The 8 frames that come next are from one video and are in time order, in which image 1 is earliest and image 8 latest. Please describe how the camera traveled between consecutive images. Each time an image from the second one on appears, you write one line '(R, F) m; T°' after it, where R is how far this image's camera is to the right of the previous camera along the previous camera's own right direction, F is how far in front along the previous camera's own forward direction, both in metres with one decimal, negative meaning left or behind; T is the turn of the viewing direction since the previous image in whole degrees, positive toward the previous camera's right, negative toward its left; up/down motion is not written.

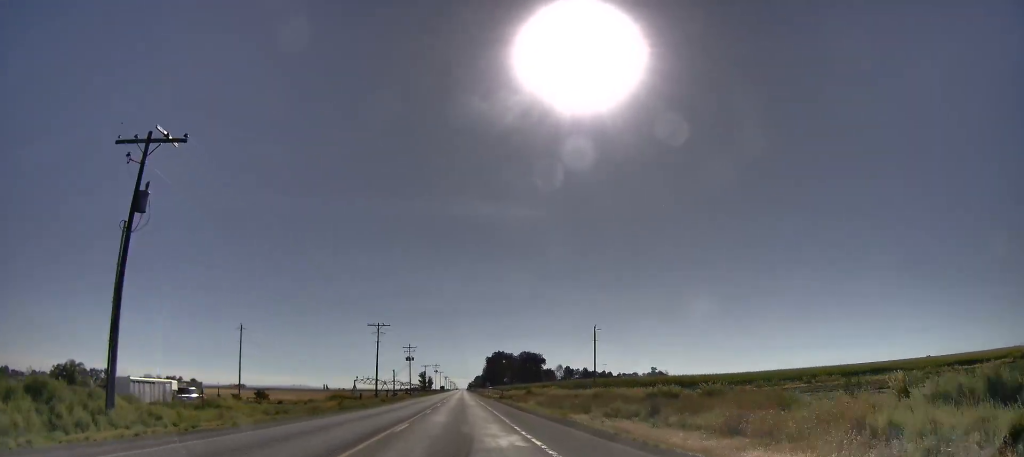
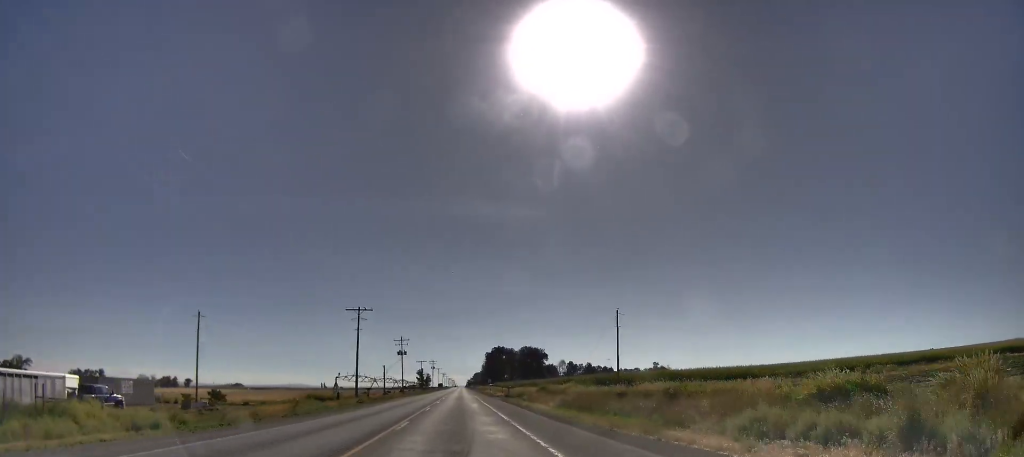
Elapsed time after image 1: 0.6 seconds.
(-0.3, +14.4) m; +1°
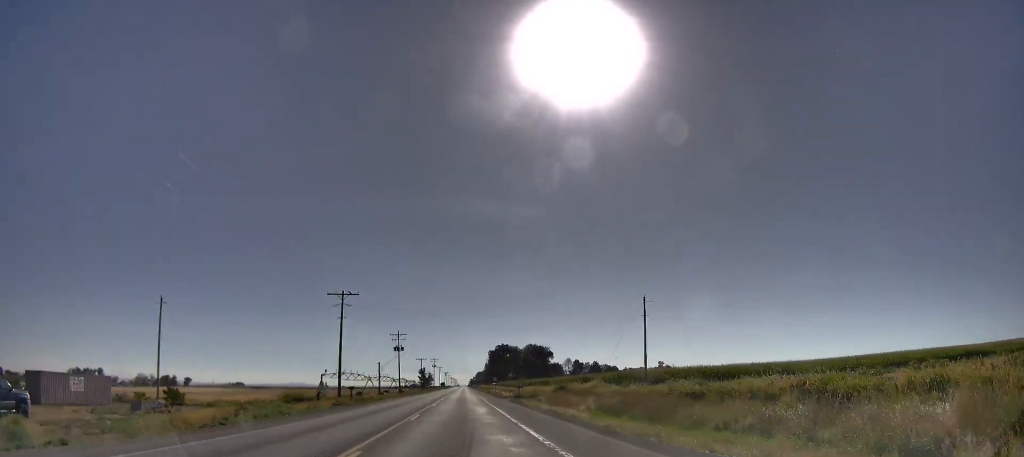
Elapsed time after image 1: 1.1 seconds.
(+0.4, +10.7) m; +1°
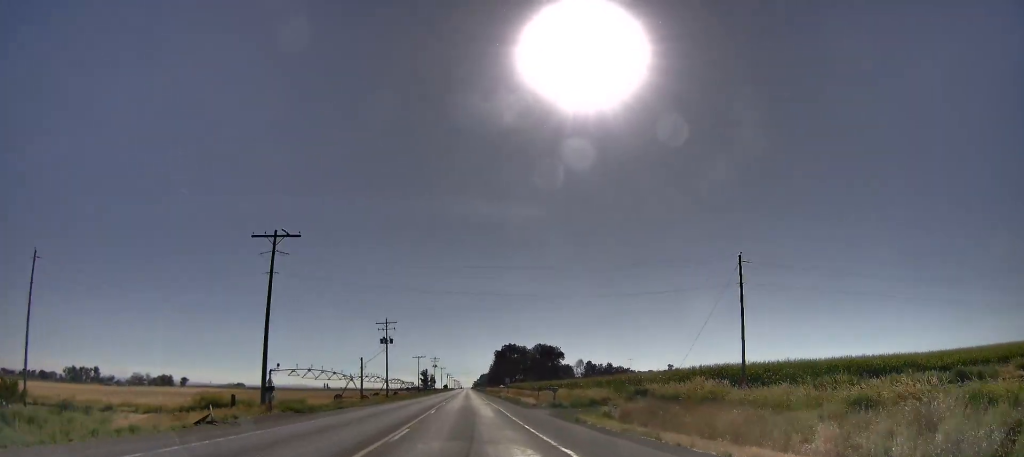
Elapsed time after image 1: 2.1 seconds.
(+0.4, +23.1) m; +1°
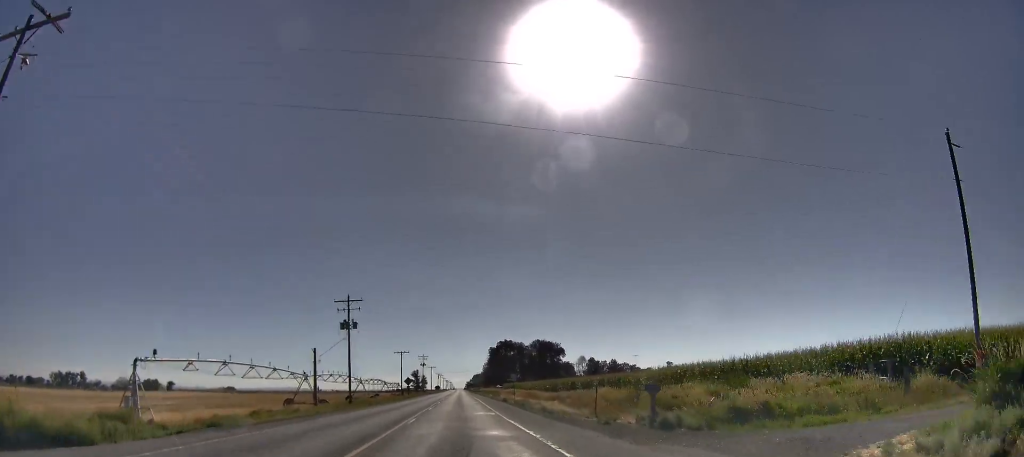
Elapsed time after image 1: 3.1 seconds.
(0.0, +24.1) m; 0°
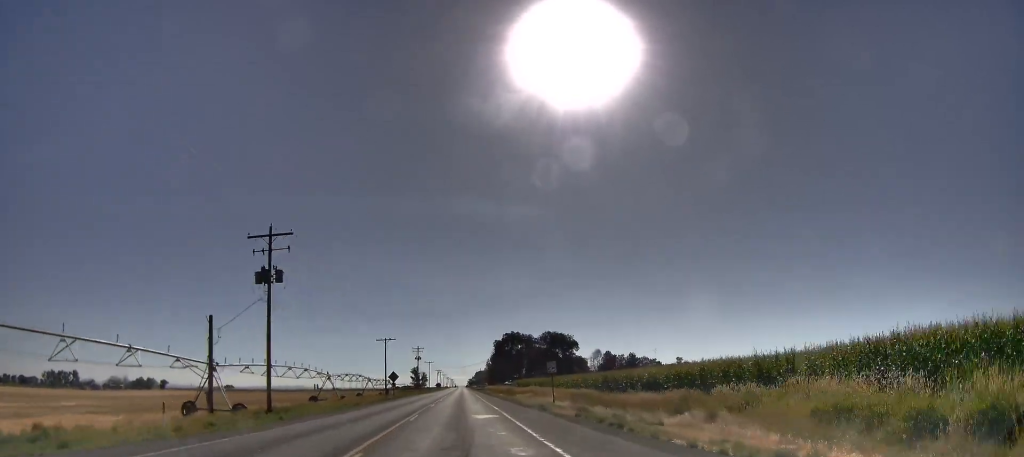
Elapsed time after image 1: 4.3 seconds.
(0.0, +27.5) m; 0°
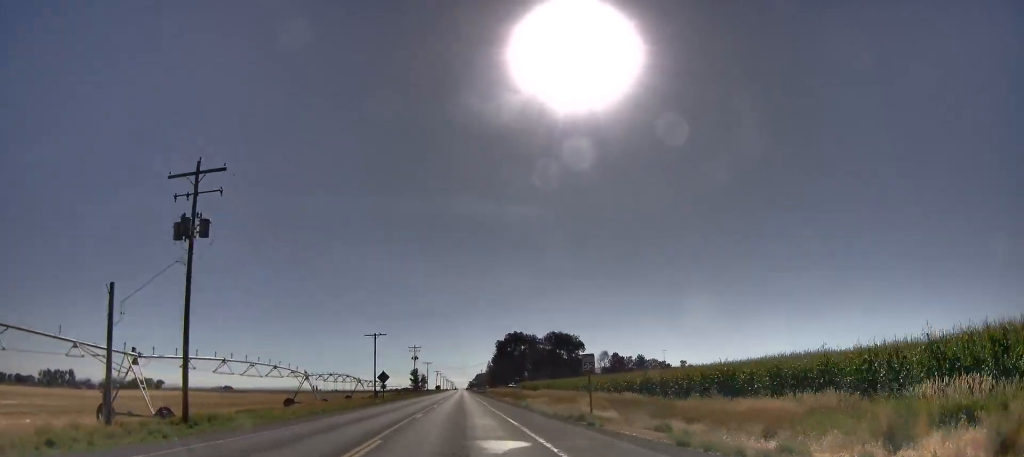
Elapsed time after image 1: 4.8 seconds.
(0.0, +11.9) m; -1°
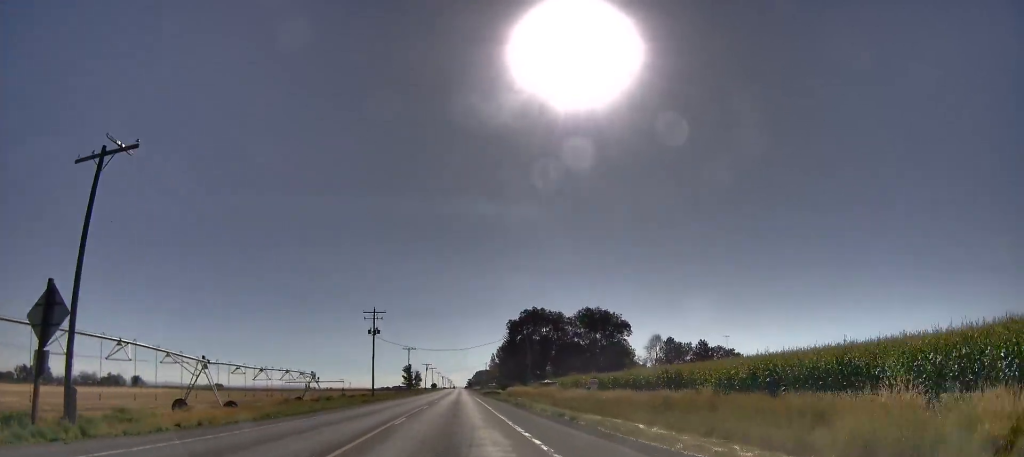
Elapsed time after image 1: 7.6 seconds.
(-1.2, +66.4) m; +1°
